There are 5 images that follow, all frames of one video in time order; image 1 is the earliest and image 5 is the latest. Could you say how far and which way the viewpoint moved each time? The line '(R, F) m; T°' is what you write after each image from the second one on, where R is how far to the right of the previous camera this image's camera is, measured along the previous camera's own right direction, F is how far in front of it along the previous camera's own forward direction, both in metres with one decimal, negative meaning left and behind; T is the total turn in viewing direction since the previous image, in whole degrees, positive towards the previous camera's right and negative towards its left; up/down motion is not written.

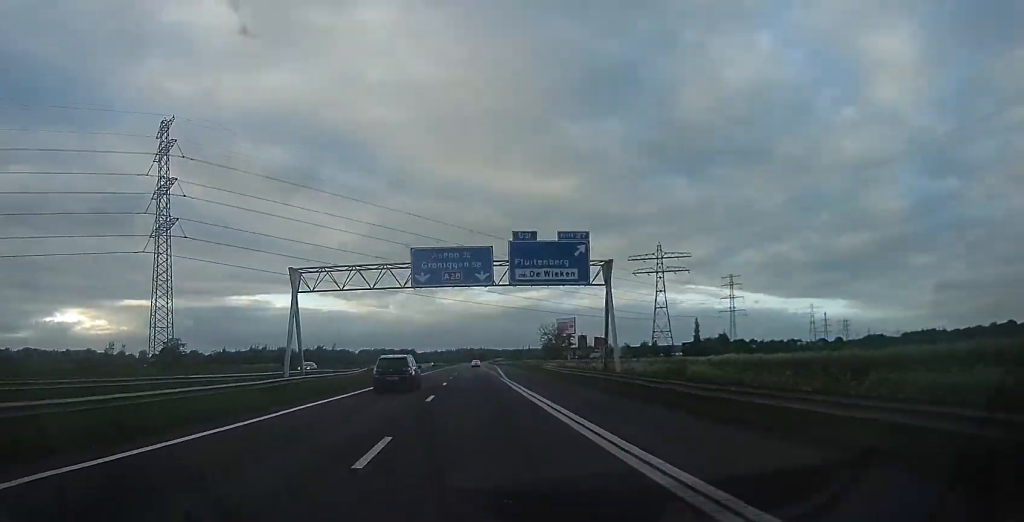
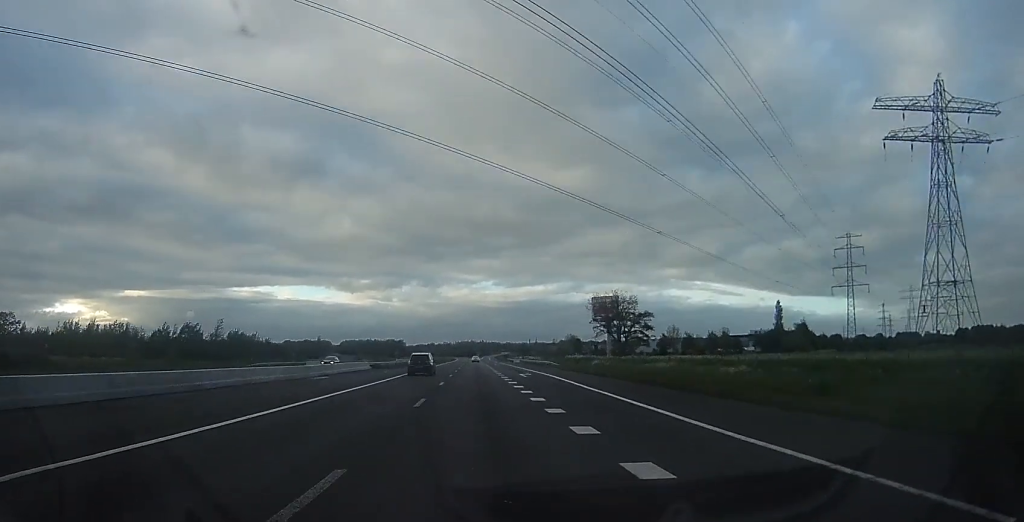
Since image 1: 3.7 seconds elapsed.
(-0.4, +100.0) m; +1°
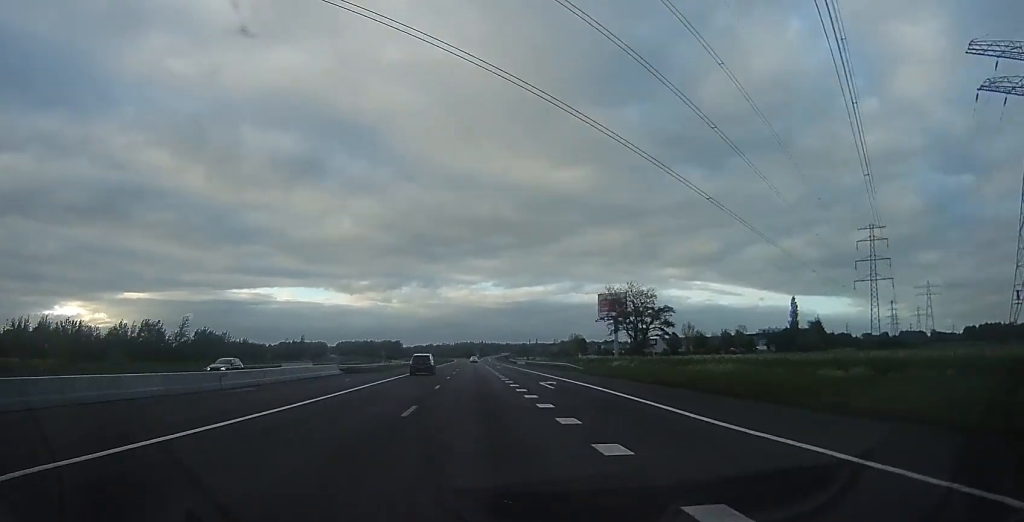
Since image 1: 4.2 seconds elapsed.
(-0.3, +14.6) m; +1°
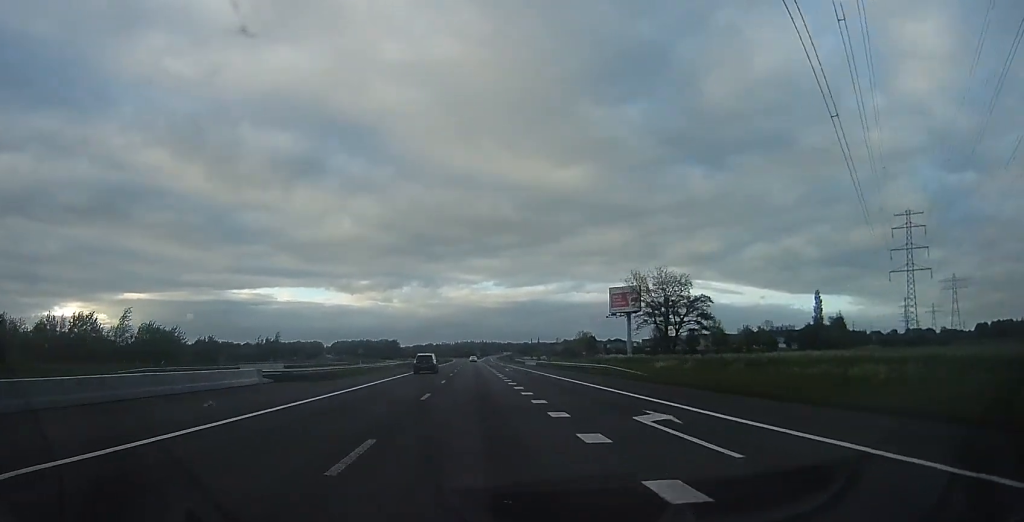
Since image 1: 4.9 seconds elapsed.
(+0.7, +18.9) m; 0°
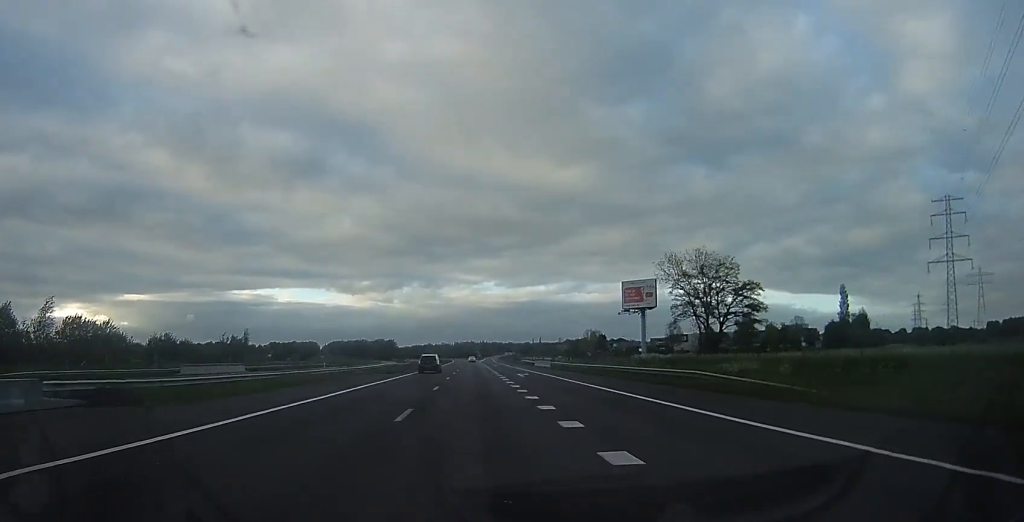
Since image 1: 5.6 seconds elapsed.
(0.0, +18.1) m; -1°
